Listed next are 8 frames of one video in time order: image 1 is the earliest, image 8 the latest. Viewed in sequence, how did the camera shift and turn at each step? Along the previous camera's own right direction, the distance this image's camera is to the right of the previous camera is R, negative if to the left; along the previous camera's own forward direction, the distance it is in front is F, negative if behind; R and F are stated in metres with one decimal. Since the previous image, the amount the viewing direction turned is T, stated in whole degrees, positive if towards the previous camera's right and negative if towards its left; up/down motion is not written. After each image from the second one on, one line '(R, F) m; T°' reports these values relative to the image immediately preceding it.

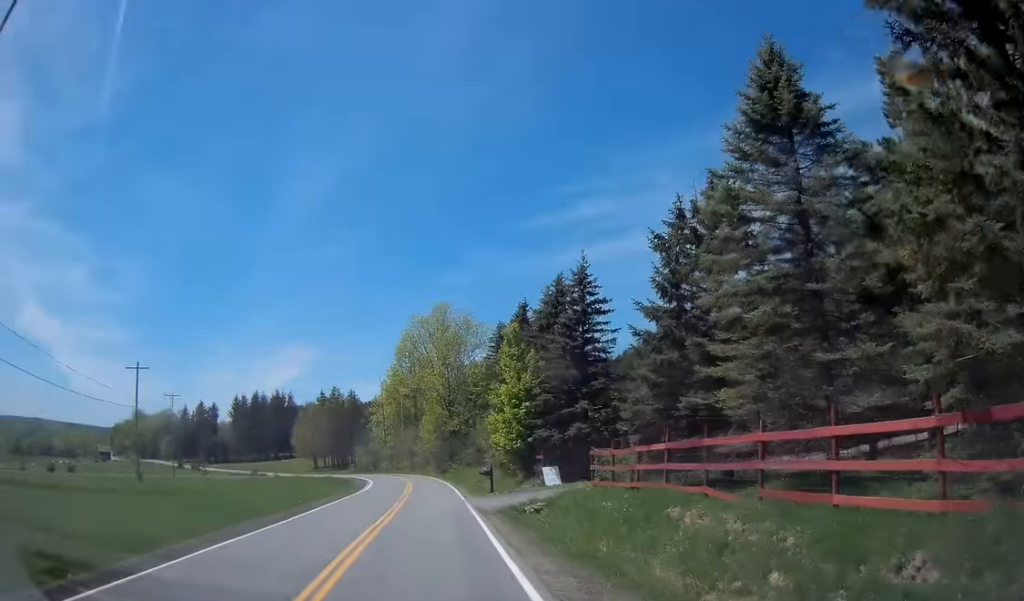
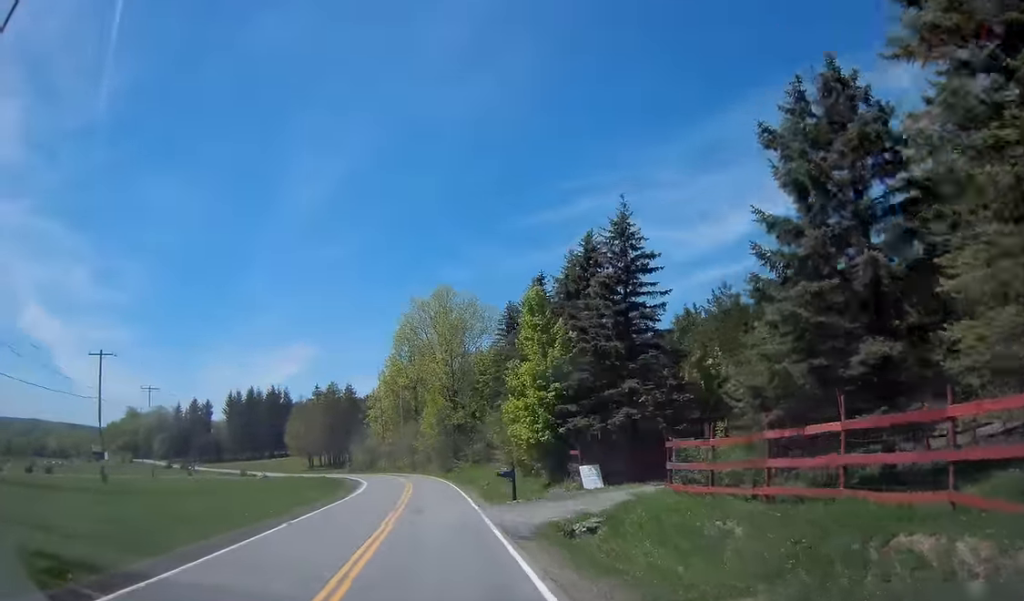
(-0.1, +7.8) m; -1°
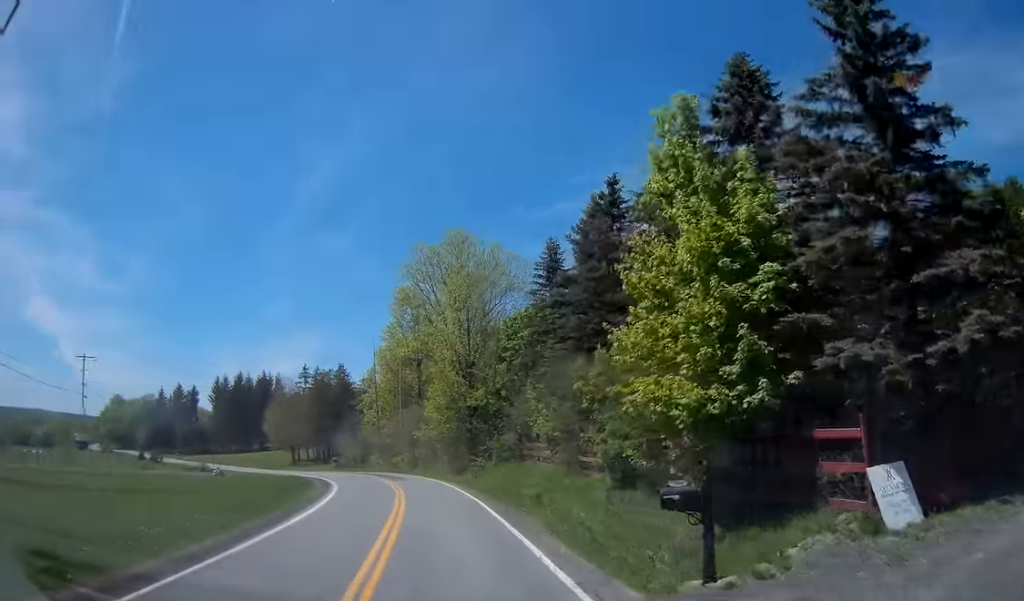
(-0.3, +17.5) m; -3°
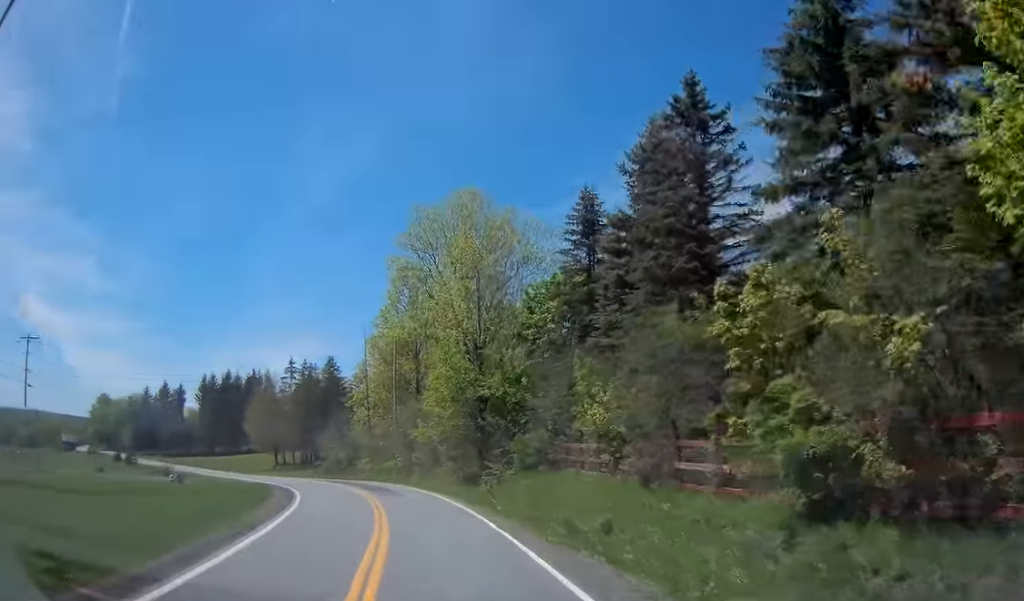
(-0.2, +10.1) m; -3°
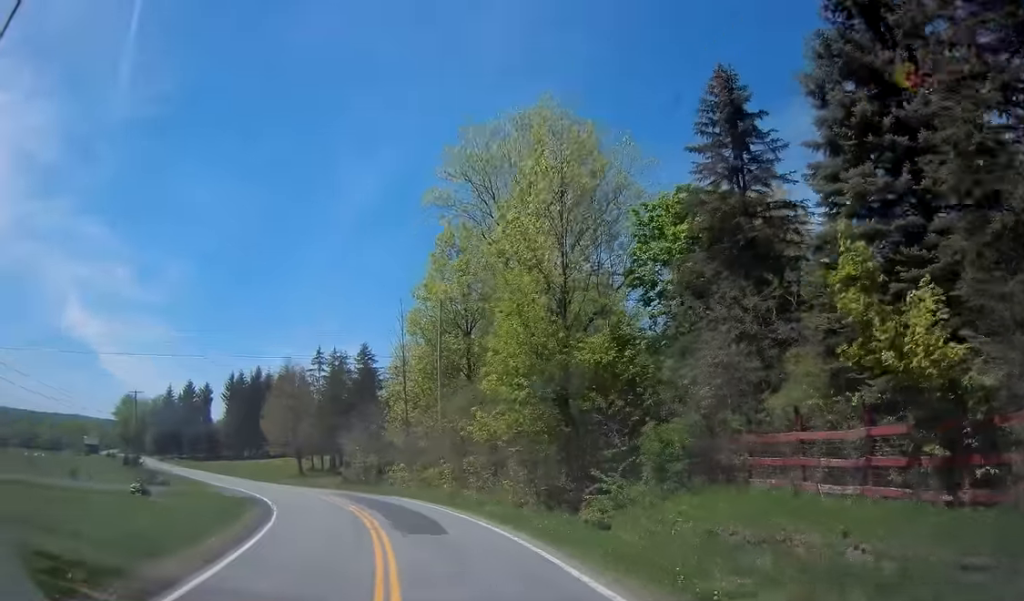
(-0.4, +13.0) m; -4°
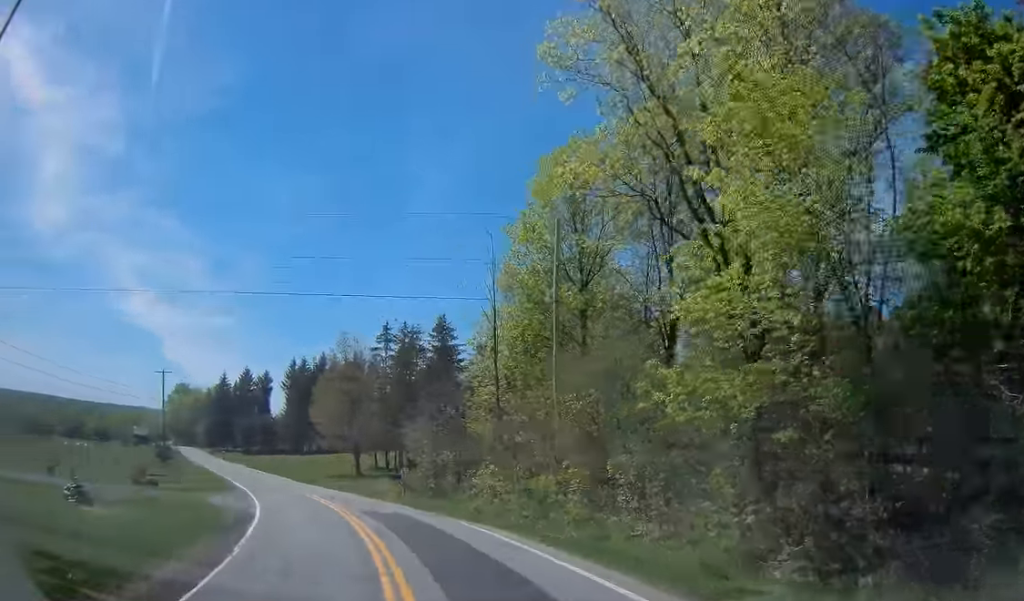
(-0.4, +13.7) m; -7°
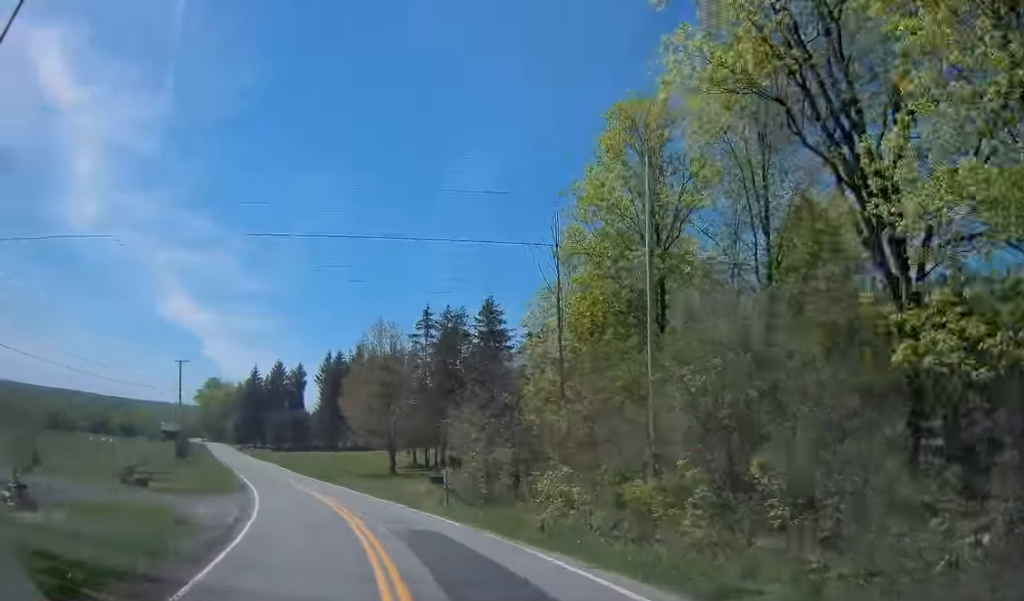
(-0.3, +6.1) m; -3°
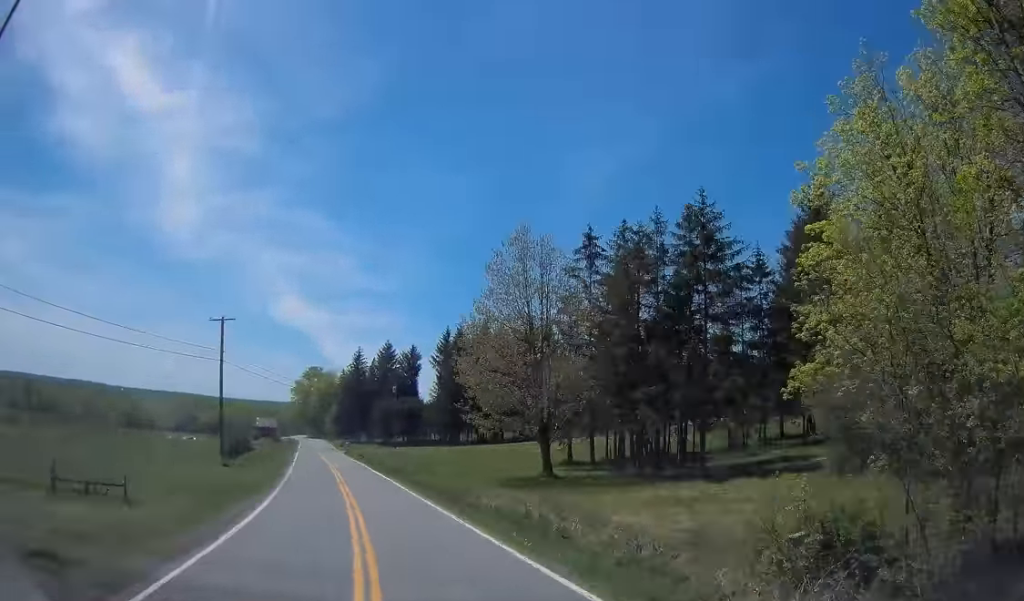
(-1.9, +20.6) m; -8°
